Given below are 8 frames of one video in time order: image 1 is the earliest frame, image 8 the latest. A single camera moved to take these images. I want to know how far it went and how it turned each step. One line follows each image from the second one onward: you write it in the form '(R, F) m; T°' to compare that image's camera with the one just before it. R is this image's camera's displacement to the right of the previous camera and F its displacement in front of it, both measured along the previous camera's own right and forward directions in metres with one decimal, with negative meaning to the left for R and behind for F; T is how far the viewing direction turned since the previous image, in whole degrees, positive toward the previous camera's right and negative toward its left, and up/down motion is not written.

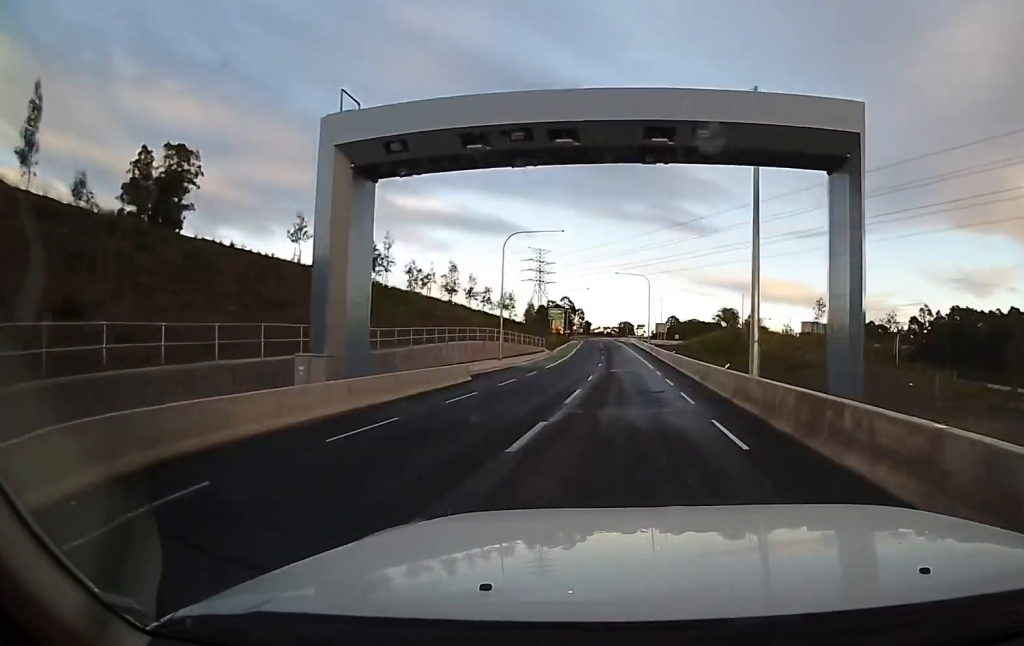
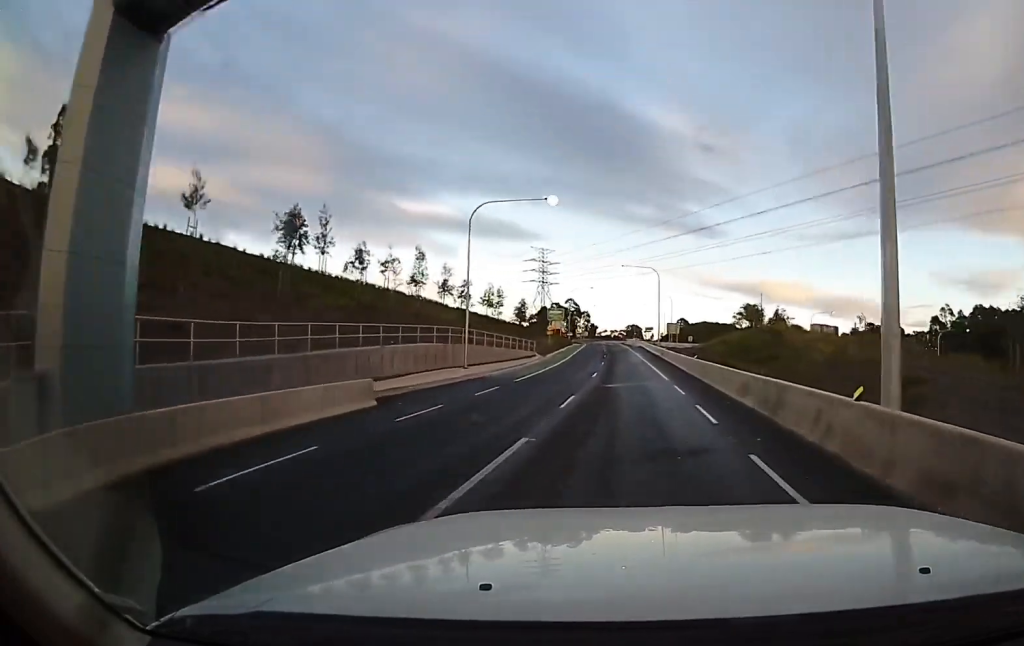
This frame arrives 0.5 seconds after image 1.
(+0.2, +9.5) m; 0°
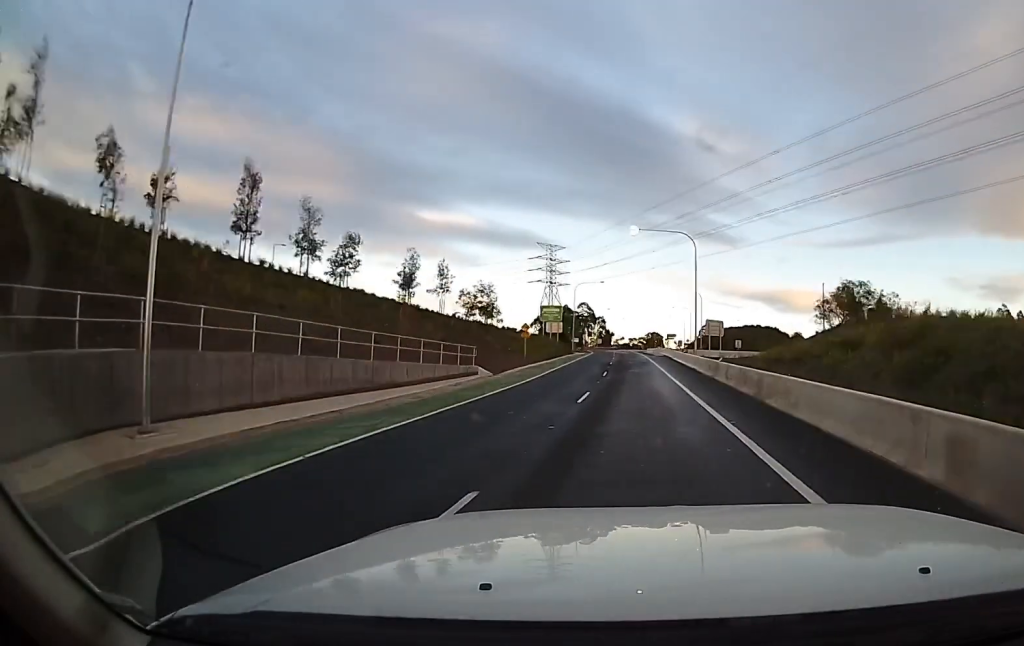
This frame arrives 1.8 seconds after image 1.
(-0.7, +22.5) m; -4°
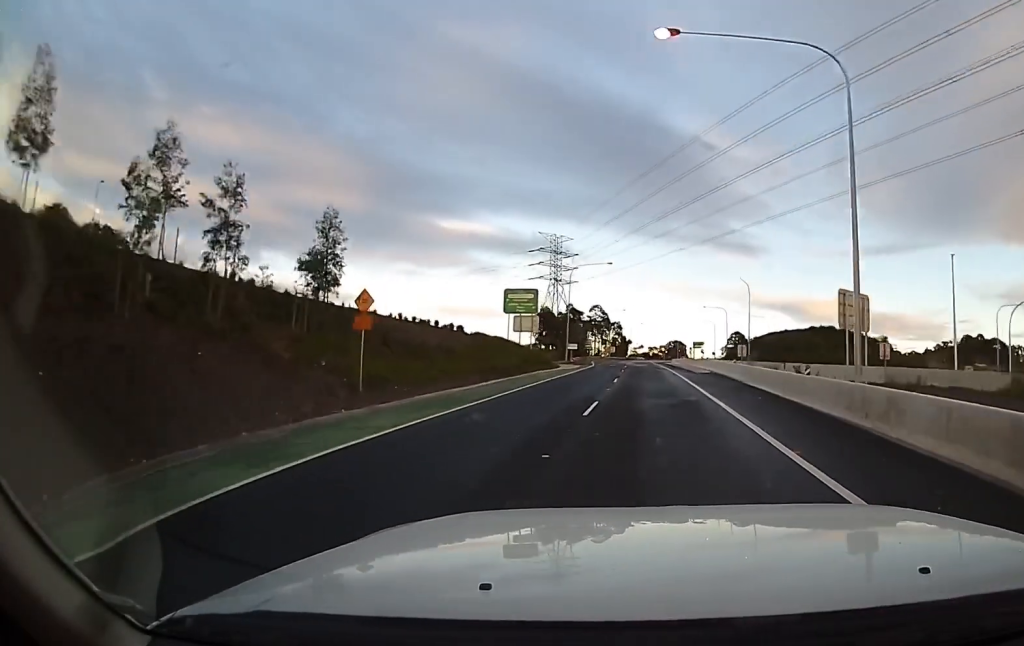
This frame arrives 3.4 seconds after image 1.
(-1.4, +26.7) m; -4°
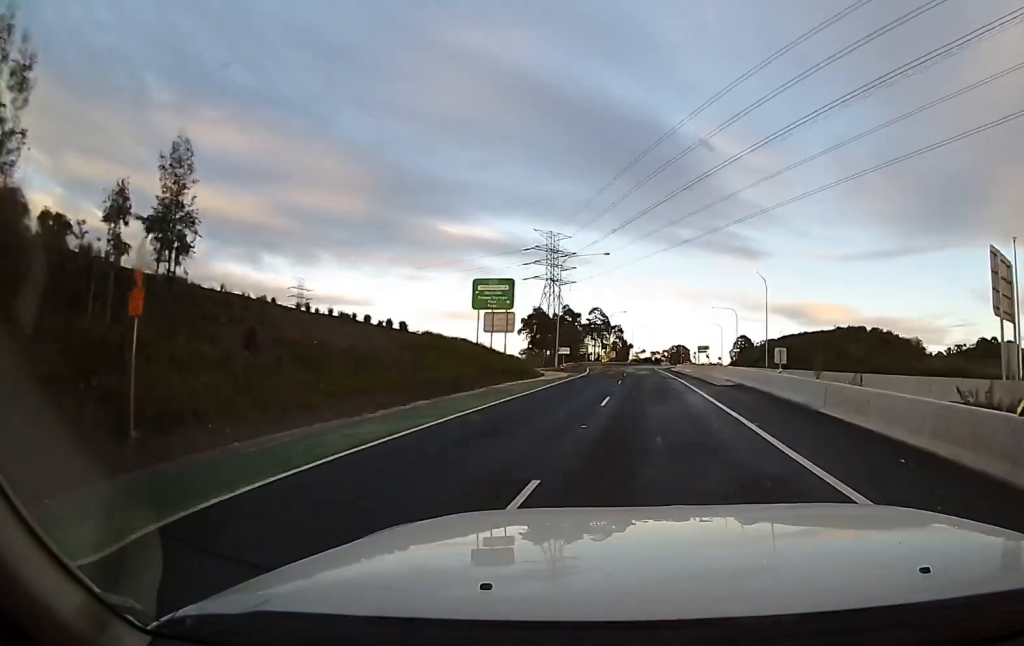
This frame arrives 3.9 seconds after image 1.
(-0.1, +8.5) m; 0°
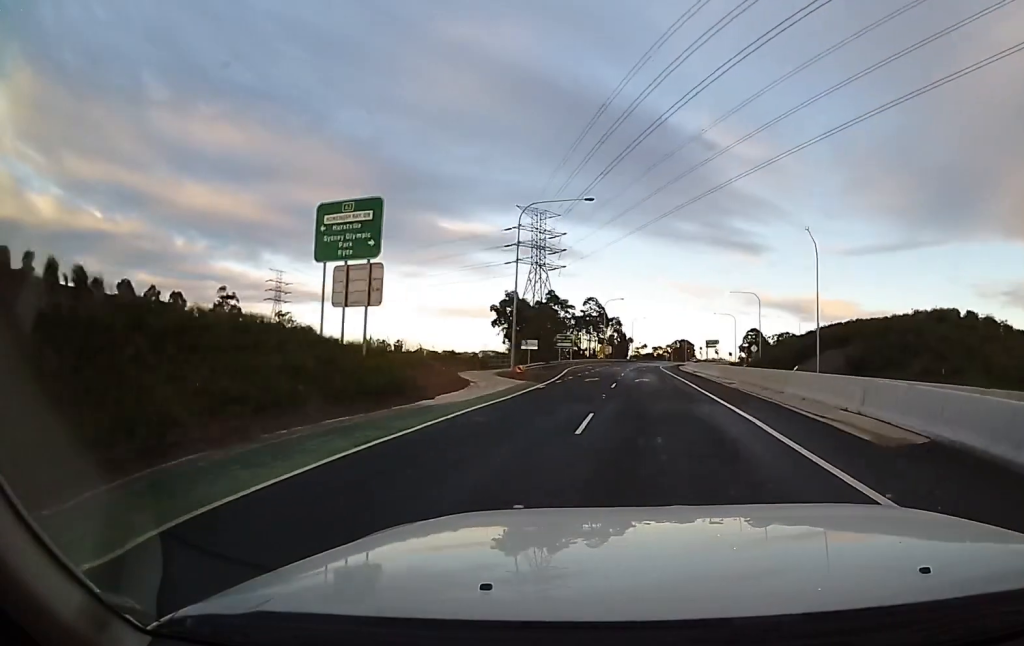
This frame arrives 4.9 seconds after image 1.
(0.0, +17.6) m; 0°
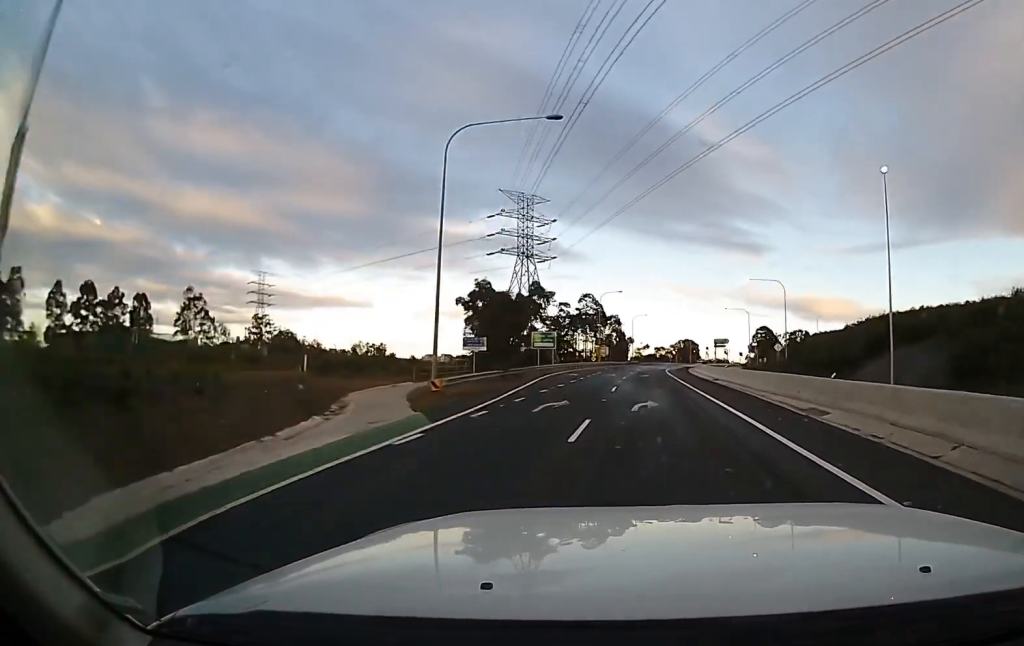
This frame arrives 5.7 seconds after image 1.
(0.0, +12.9) m; 0°
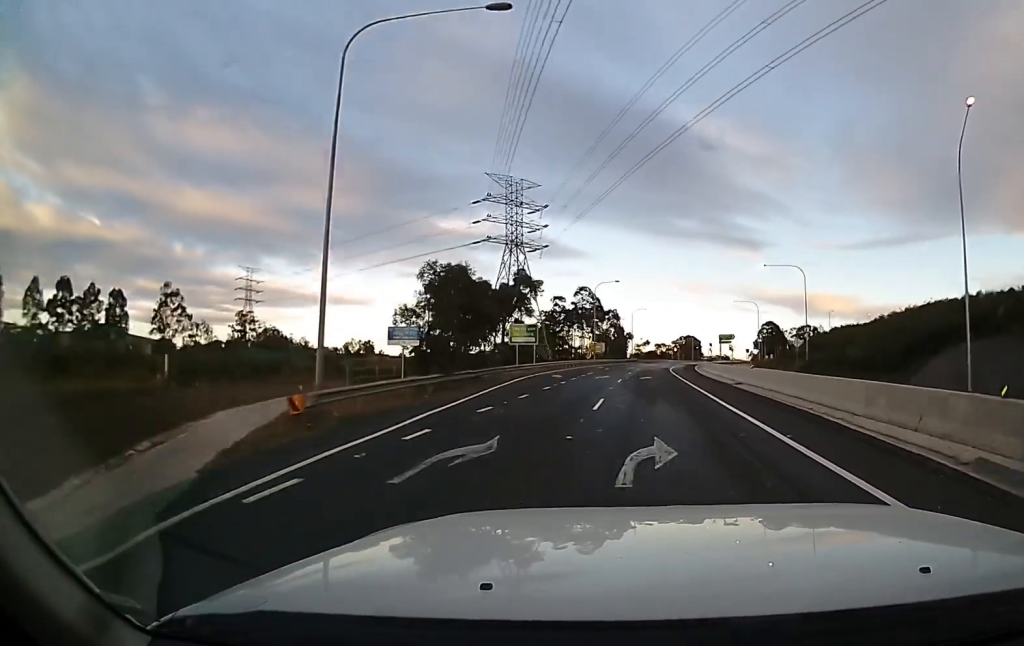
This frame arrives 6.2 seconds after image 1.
(0.0, +7.8) m; 0°
